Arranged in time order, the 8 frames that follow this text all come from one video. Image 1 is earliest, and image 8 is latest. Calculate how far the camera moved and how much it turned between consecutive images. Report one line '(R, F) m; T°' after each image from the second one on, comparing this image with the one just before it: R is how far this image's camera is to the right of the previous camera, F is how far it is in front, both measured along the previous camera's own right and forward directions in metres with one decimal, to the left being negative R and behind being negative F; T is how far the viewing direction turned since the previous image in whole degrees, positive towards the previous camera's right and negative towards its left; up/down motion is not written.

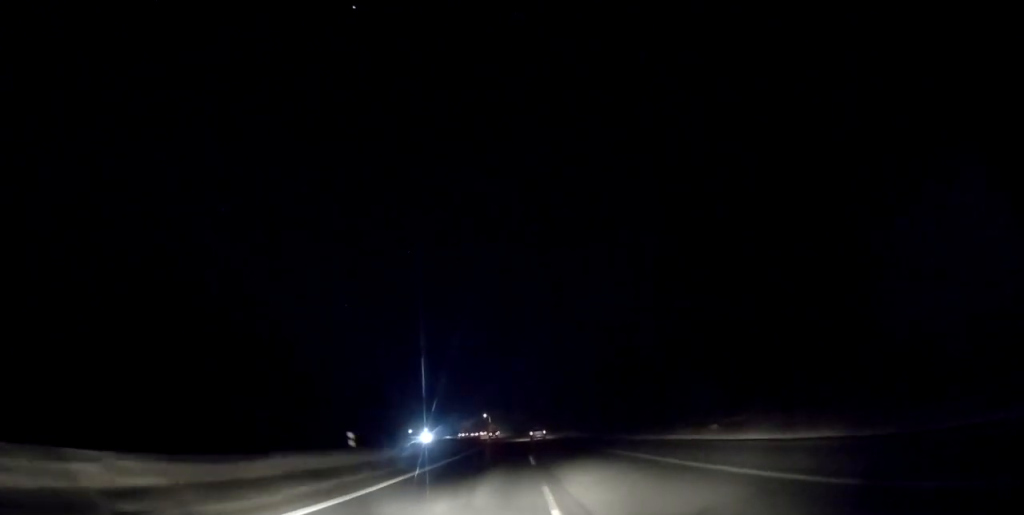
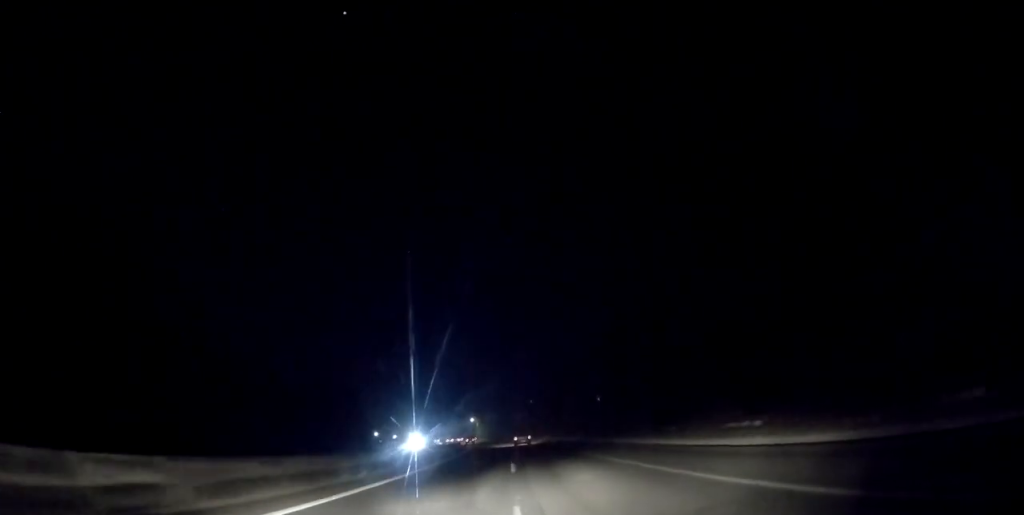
(+0.1, +15.6) m; 0°
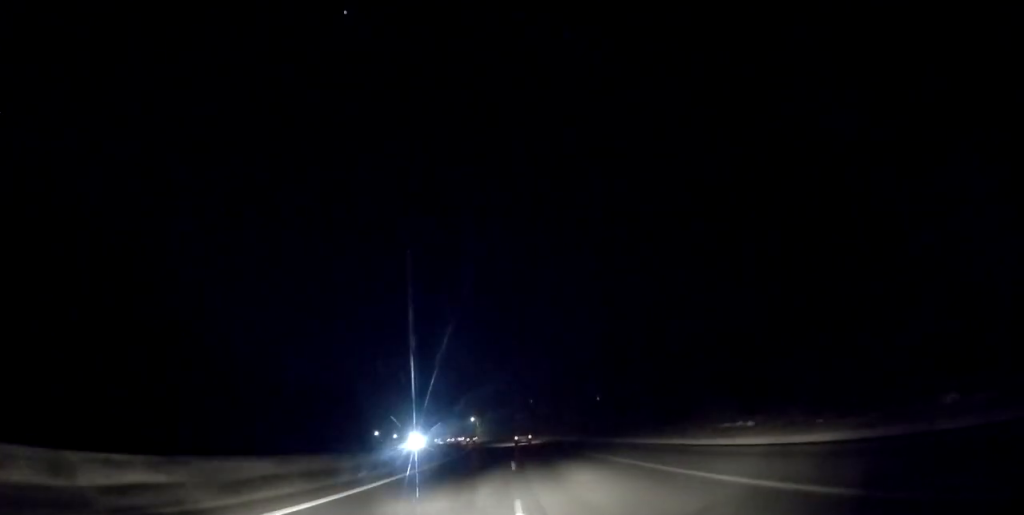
(+0.1, +21.5) m; 0°
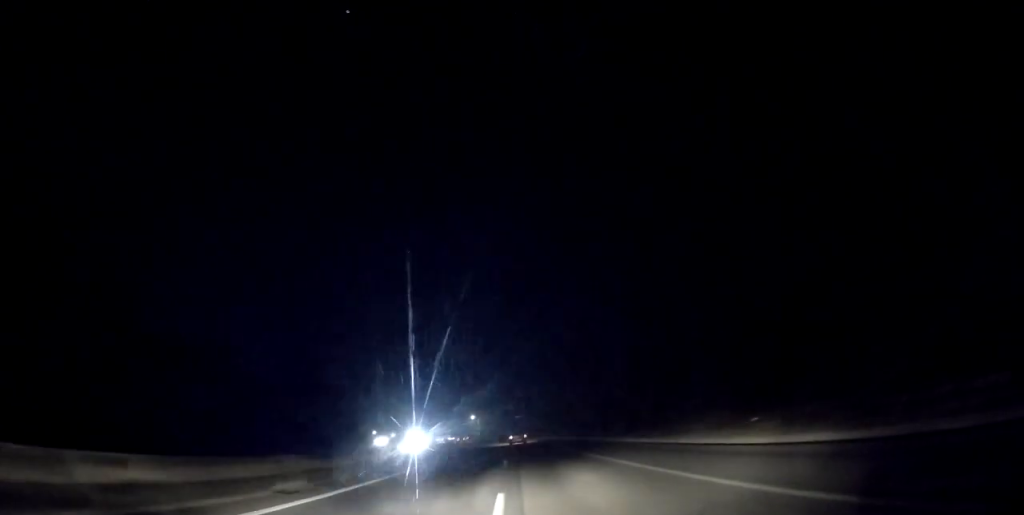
(-0.1, +13.2) m; 0°
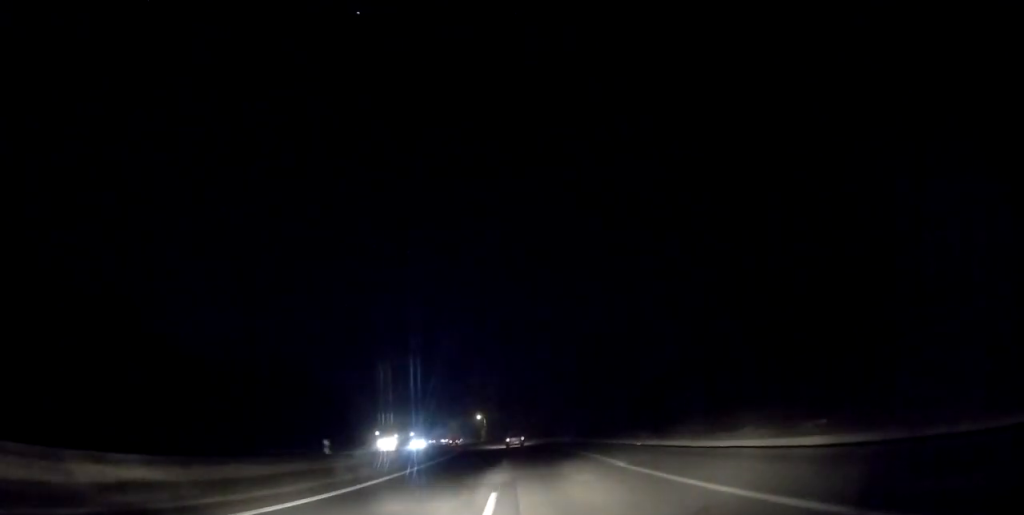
(0.0, +16.5) m; -1°
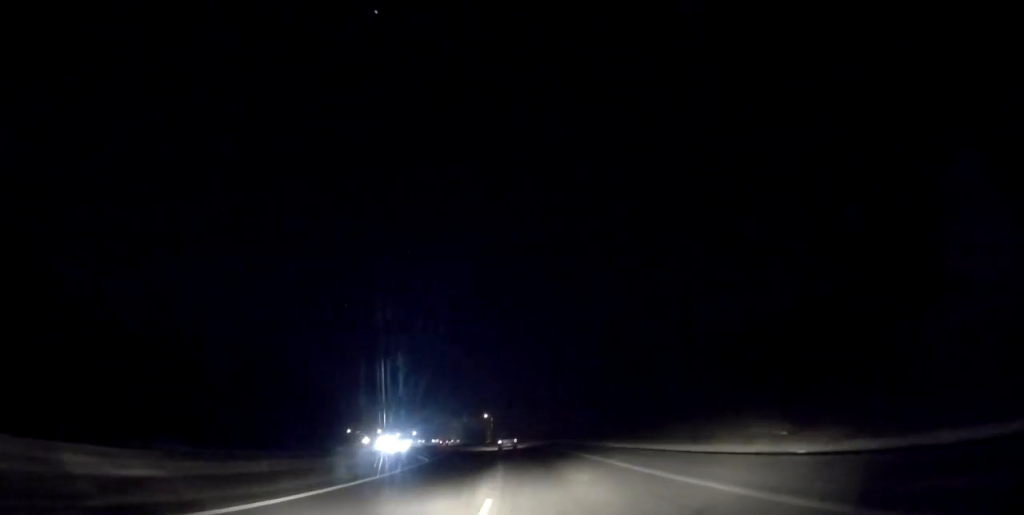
(-0.1, +18.2) m; -1°
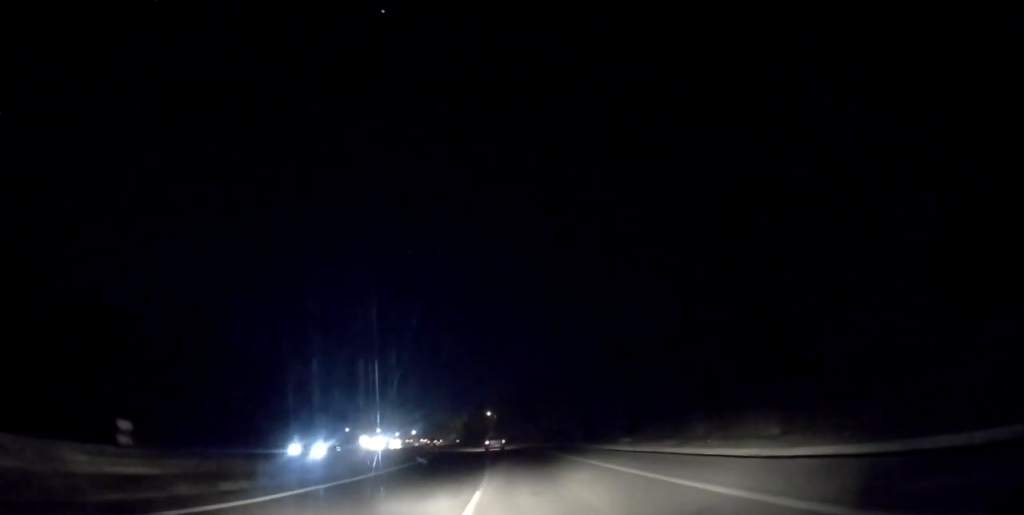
(0.0, +15.3) m; -2°
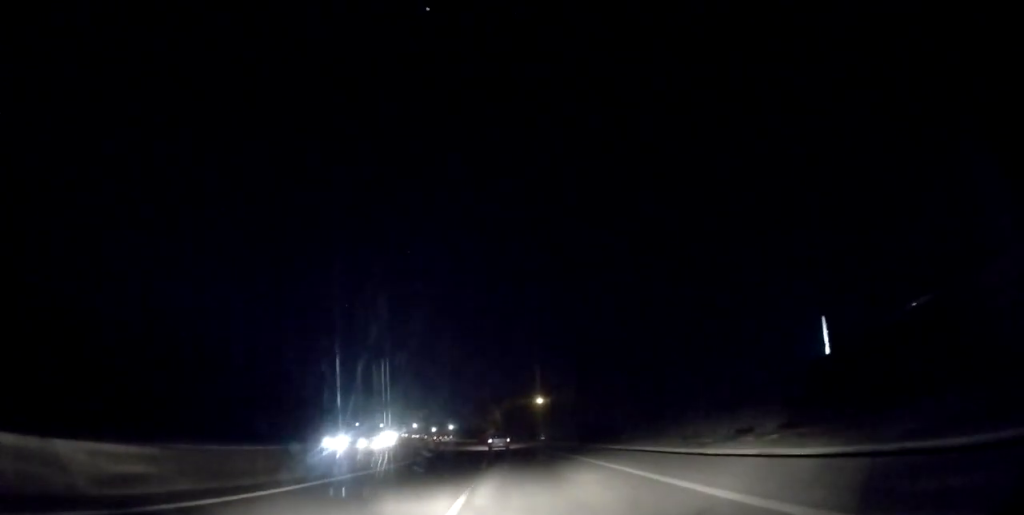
(-2.0, +39.1) m; -6°
